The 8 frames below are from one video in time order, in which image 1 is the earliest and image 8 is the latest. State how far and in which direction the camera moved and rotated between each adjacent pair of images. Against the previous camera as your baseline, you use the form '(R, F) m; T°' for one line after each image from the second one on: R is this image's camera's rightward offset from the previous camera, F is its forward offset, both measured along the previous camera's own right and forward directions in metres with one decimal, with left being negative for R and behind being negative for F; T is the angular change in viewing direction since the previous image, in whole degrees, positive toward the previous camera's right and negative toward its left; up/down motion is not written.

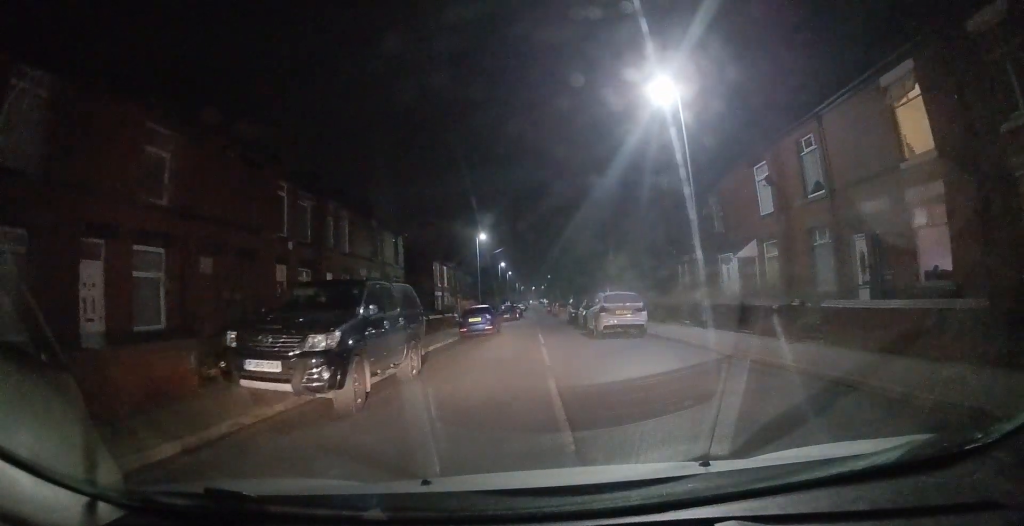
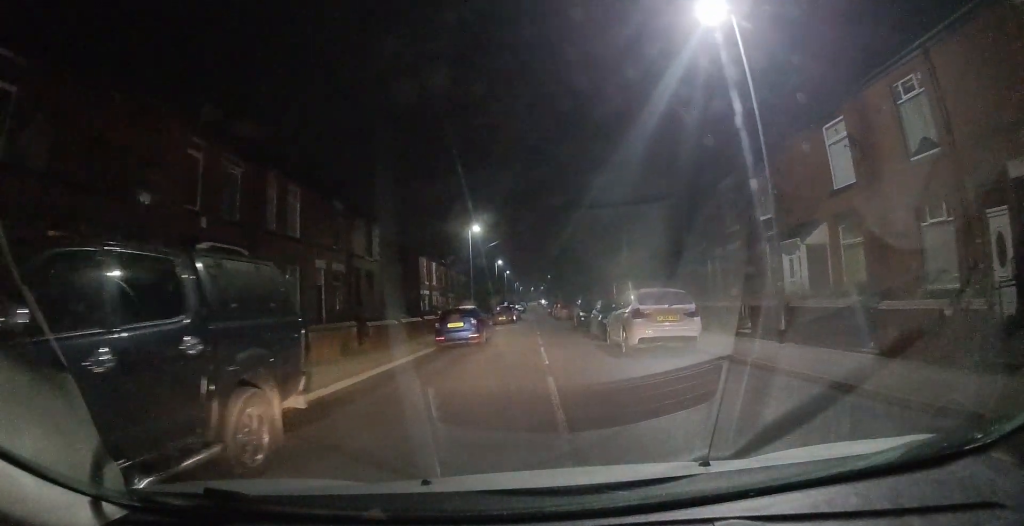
(0.0, +6.5) m; -1°
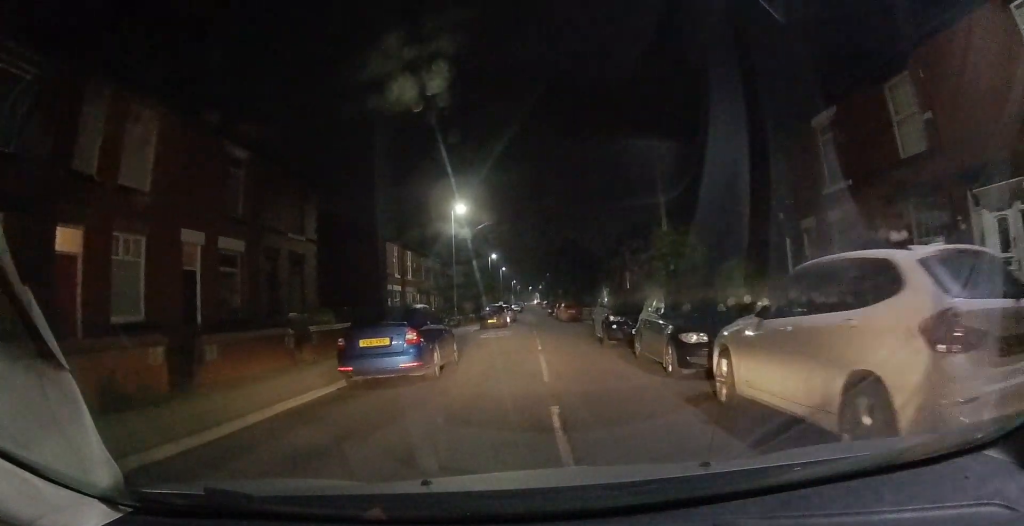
(-0.3, +9.7) m; 0°
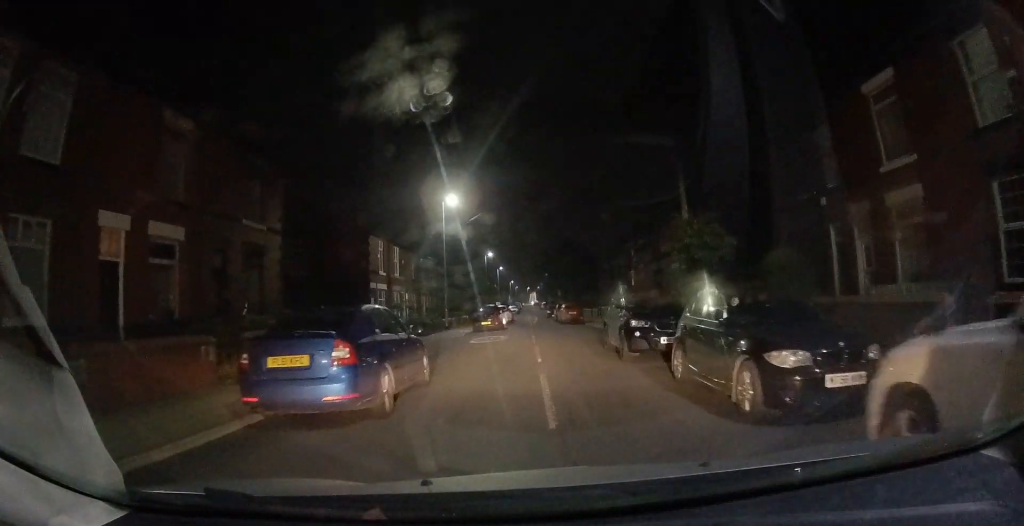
(+0.1, +3.2) m; +1°
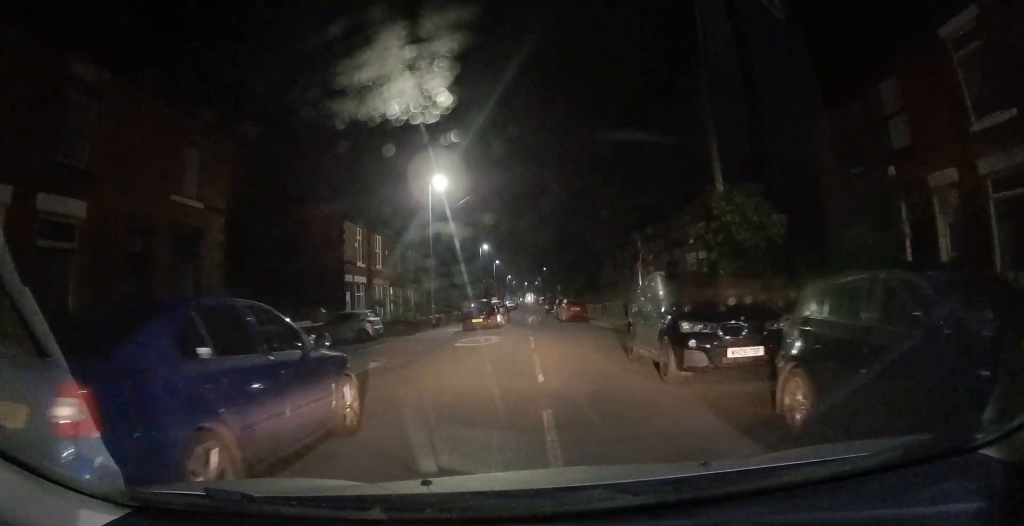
(0.0, +3.8) m; +1°
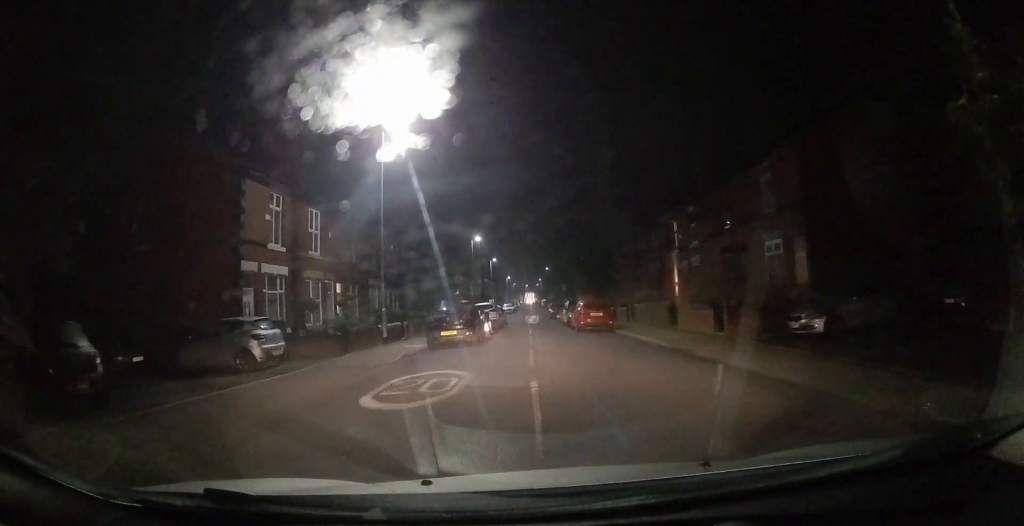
(+0.1, +9.6) m; 0°
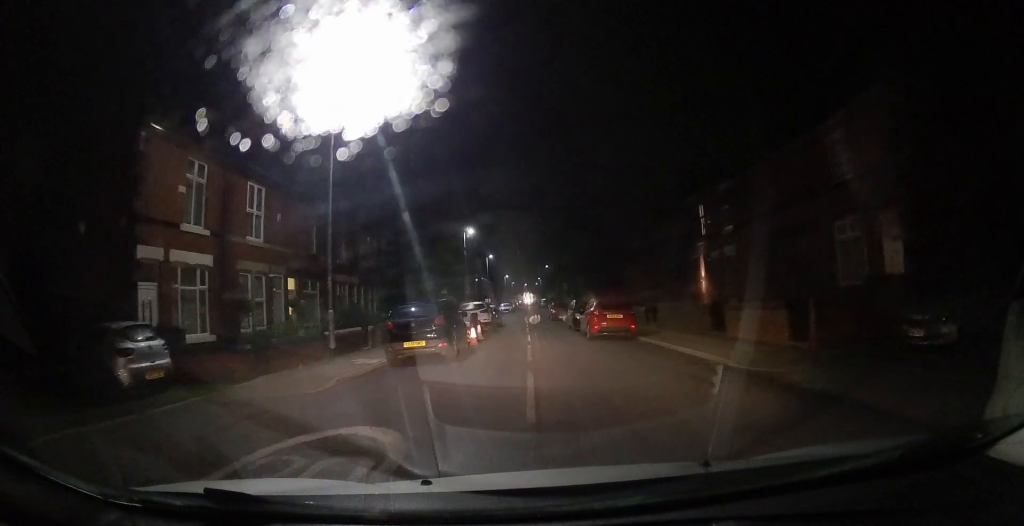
(0.0, +5.0) m; 0°
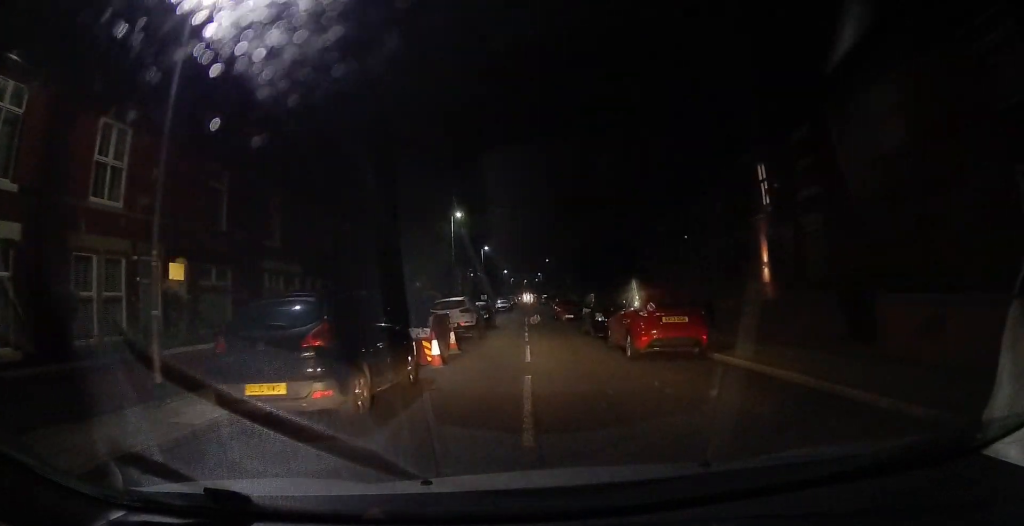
(-0.1, +6.7) m; -1°
